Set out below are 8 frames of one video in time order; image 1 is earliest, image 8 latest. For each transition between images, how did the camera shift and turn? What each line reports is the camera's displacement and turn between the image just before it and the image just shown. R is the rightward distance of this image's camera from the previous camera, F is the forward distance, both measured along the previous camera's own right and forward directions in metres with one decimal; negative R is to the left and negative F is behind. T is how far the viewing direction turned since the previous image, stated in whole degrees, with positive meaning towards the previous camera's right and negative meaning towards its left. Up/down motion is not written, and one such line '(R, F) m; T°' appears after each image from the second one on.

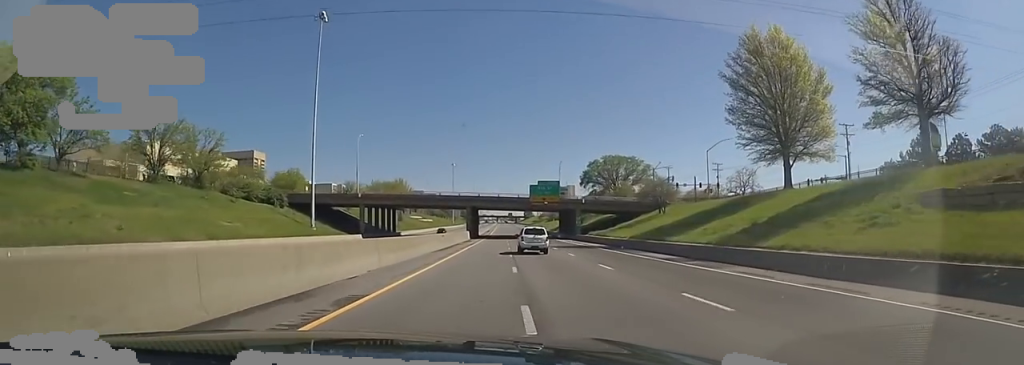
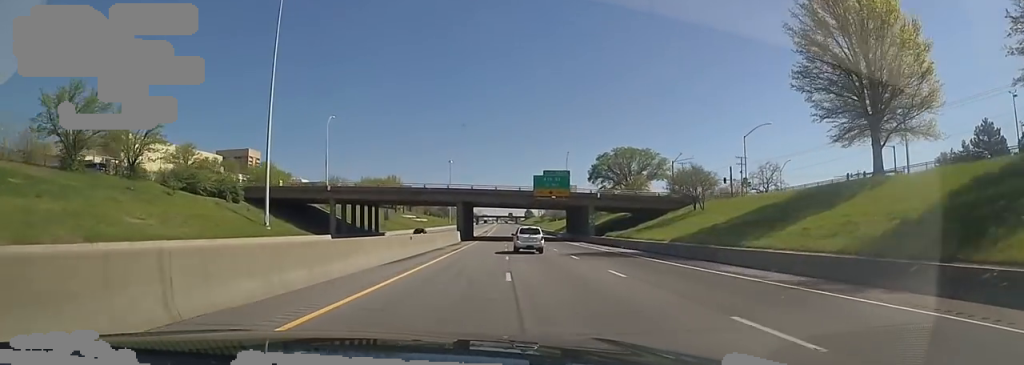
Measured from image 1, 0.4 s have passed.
(0.0, +12.8) m; 0°
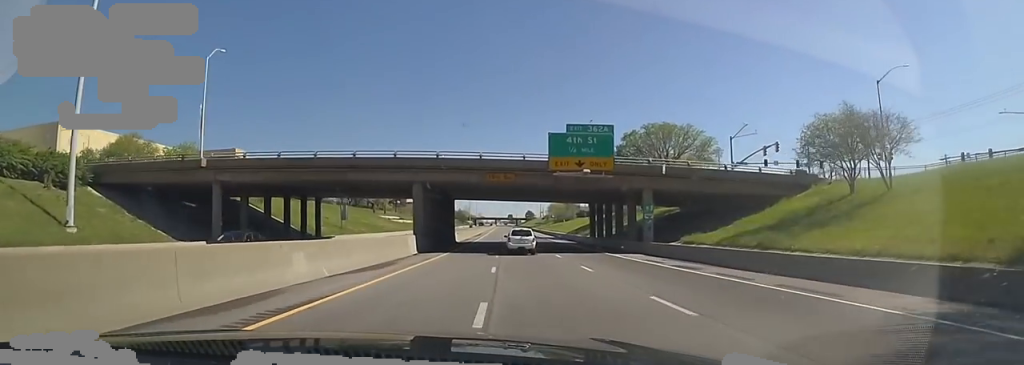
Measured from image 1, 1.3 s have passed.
(0.0, +26.7) m; +1°
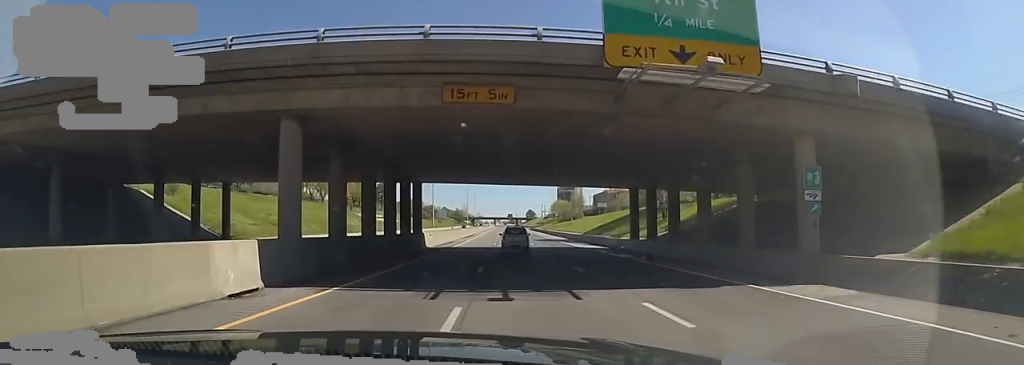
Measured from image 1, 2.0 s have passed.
(+0.1, +20.7) m; +1°
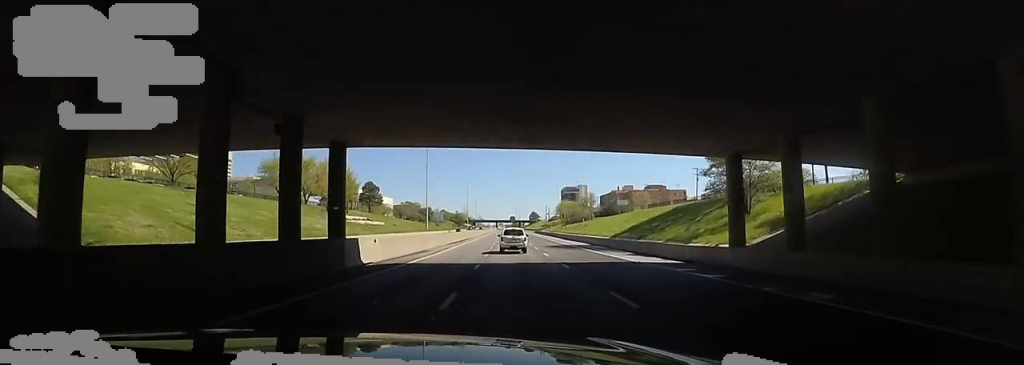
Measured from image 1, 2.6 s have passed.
(+0.7, +17.8) m; 0°
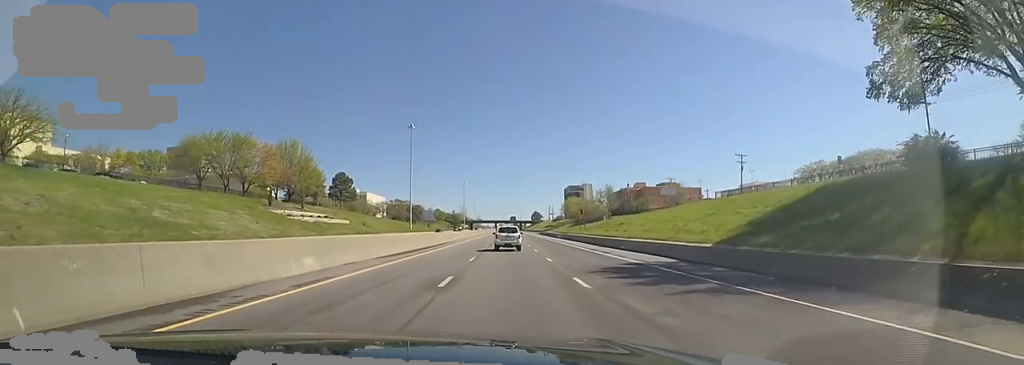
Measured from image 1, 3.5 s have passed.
(-0.6, +26.6) m; -1°
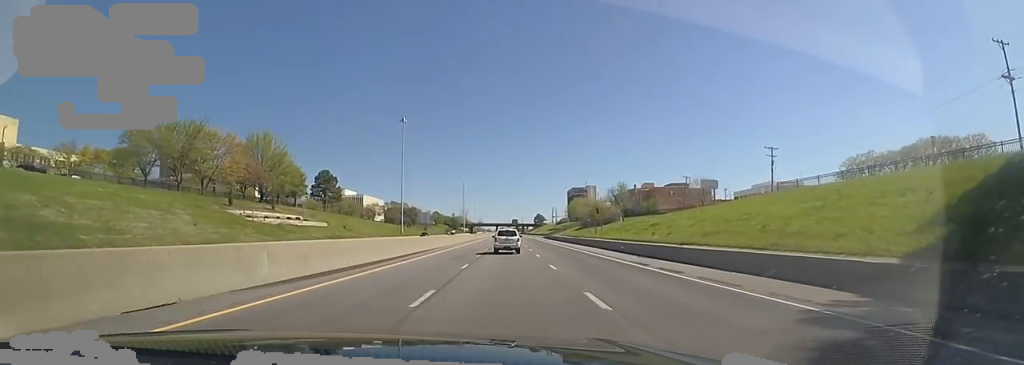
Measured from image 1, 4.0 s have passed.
(-0.1, +12.8) m; -1°
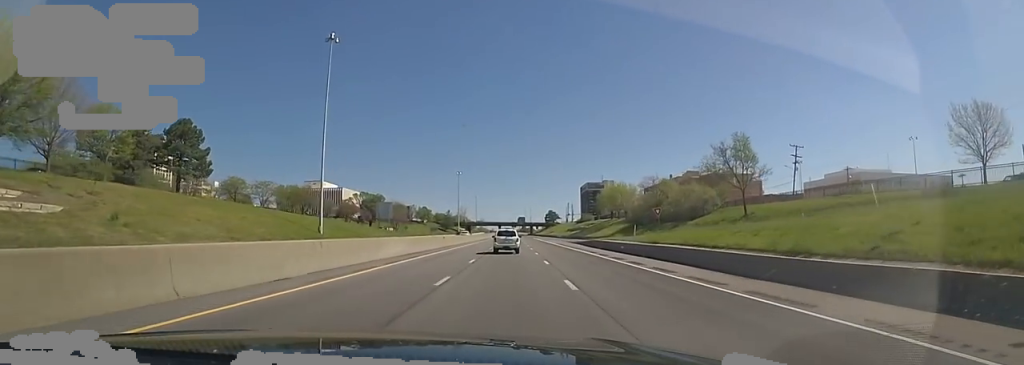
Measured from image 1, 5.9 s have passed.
(-2.0, +55.5) m; -2°
